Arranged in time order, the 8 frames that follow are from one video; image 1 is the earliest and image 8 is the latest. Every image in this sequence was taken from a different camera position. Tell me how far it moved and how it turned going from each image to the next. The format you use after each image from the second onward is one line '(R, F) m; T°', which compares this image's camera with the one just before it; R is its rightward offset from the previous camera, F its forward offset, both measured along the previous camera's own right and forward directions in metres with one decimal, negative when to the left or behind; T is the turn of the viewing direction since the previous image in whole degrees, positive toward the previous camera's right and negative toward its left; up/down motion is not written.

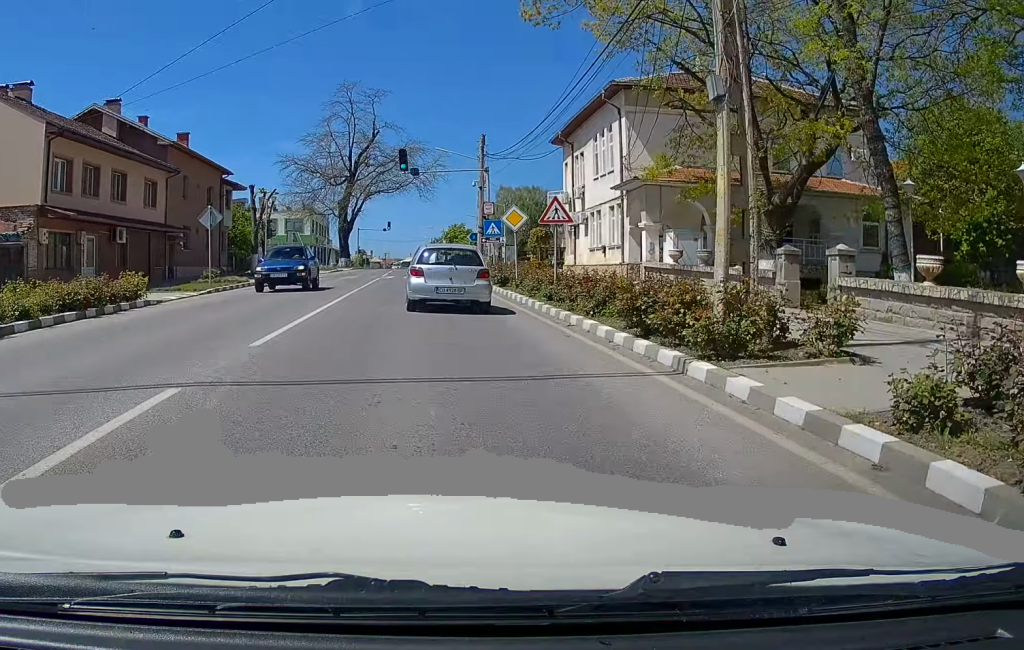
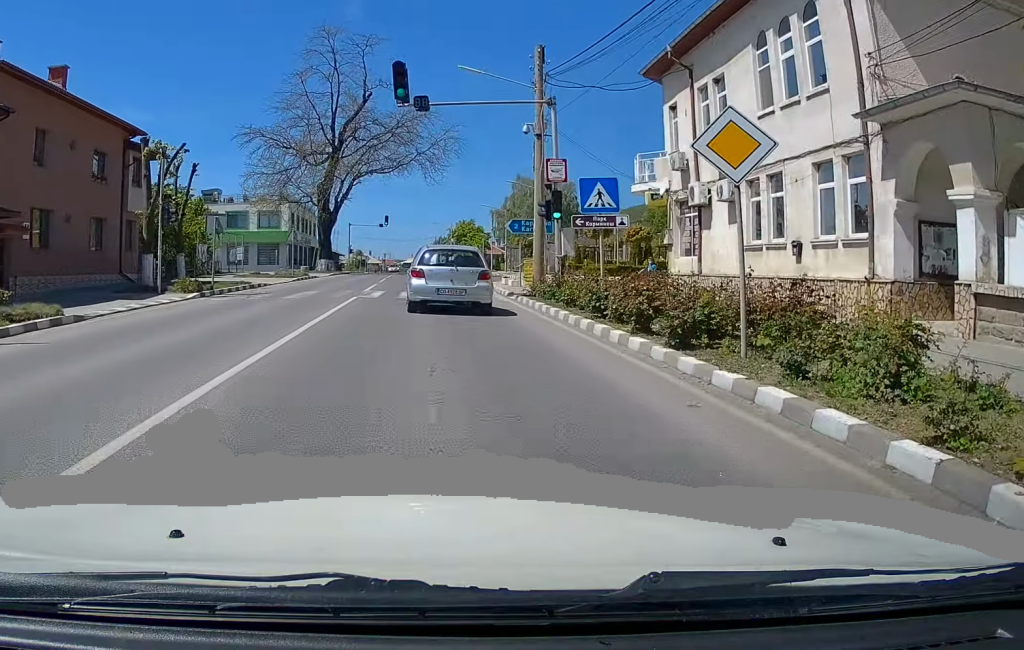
(-0.9, +17.2) m; -2°
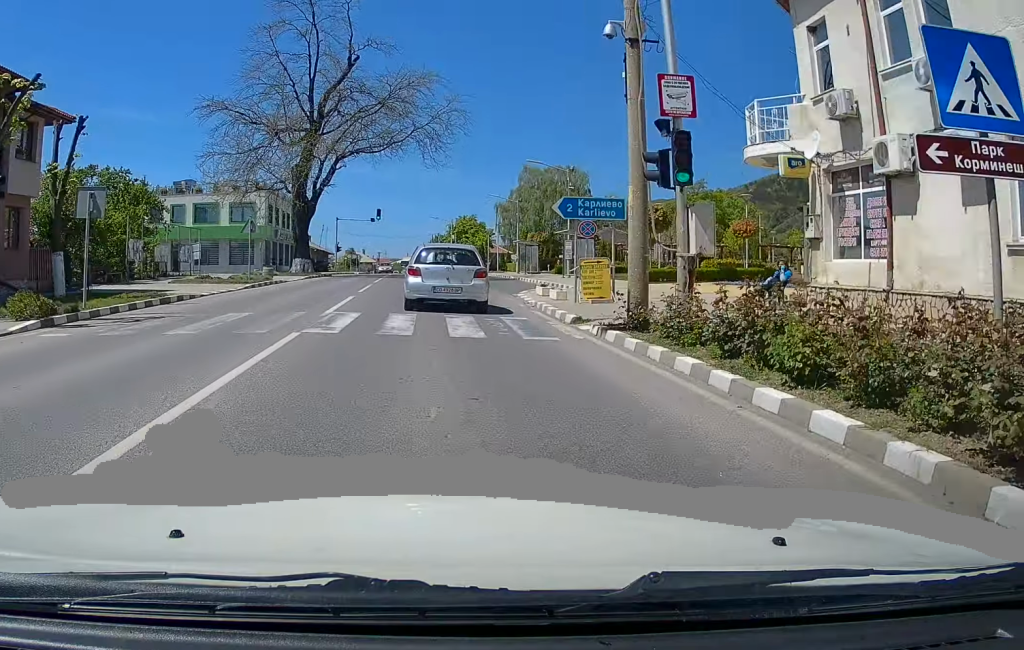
(+0.1, +10.0) m; 0°
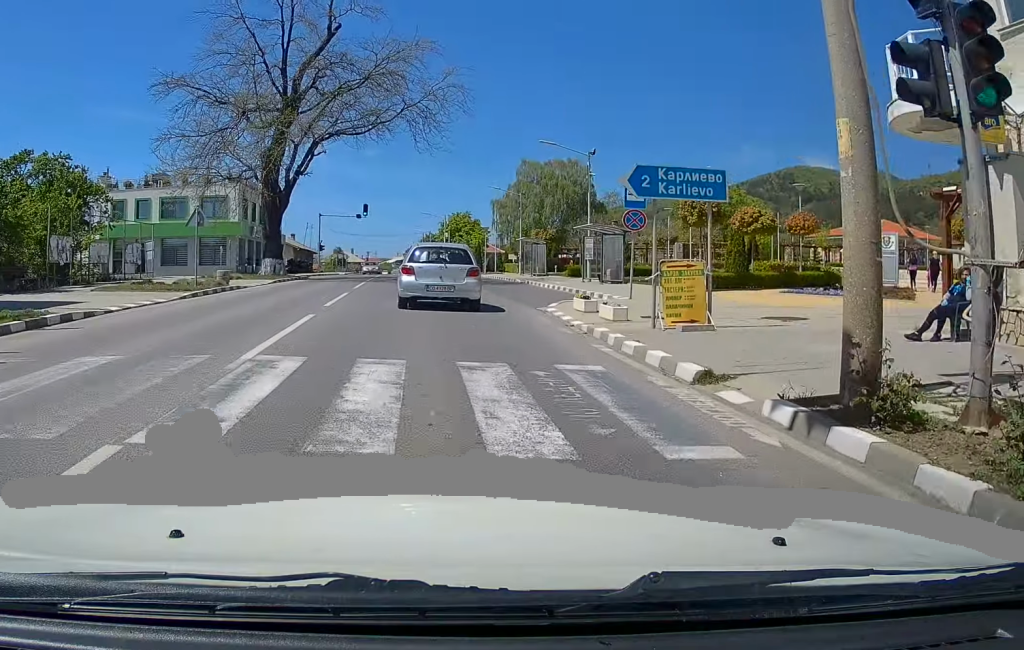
(+0.1, +6.6) m; 0°
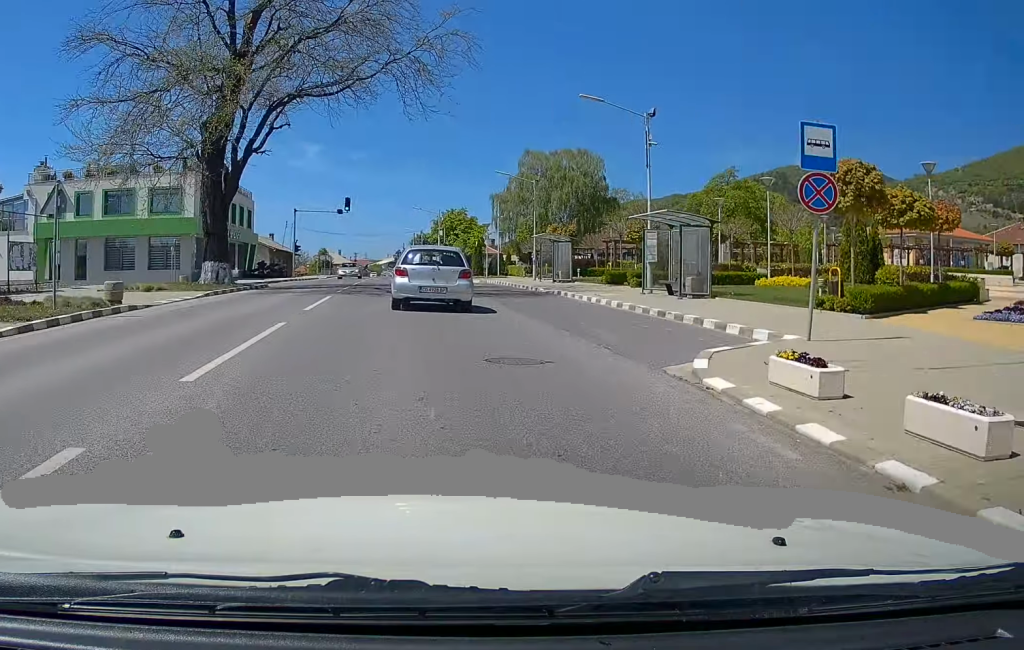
(-0.4, +9.8) m; +2°
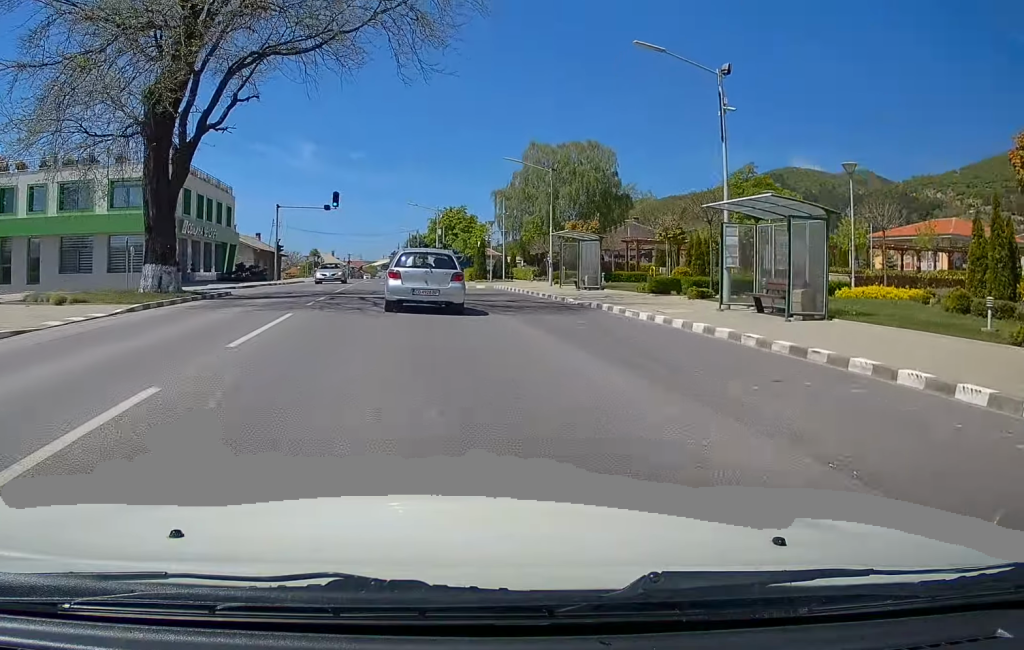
(+0.5, +6.2) m; +1°
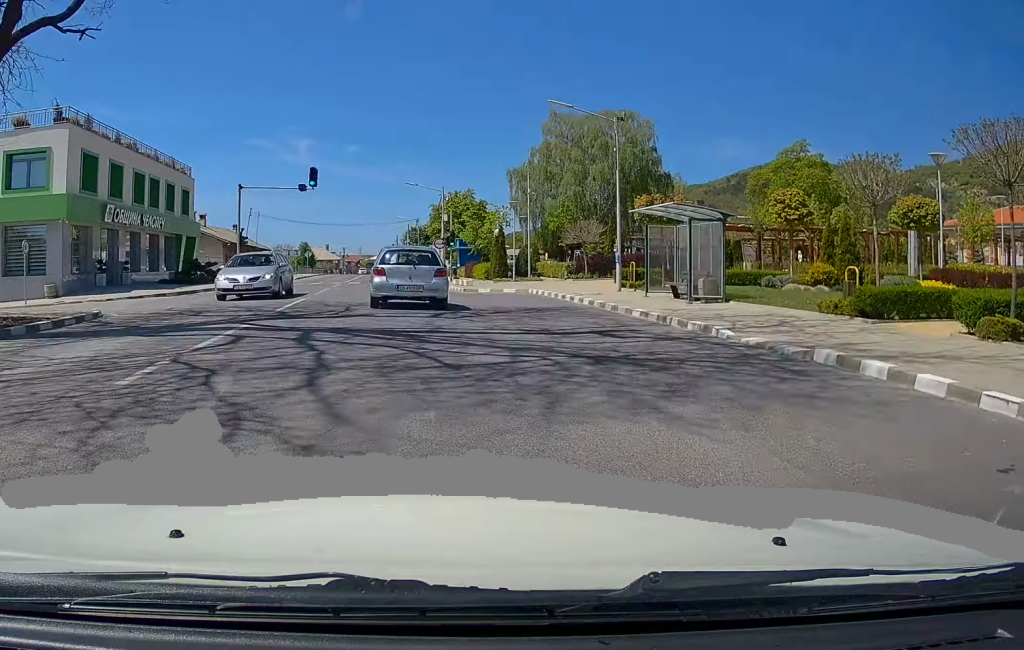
(+0.1, +12.0) m; +1°
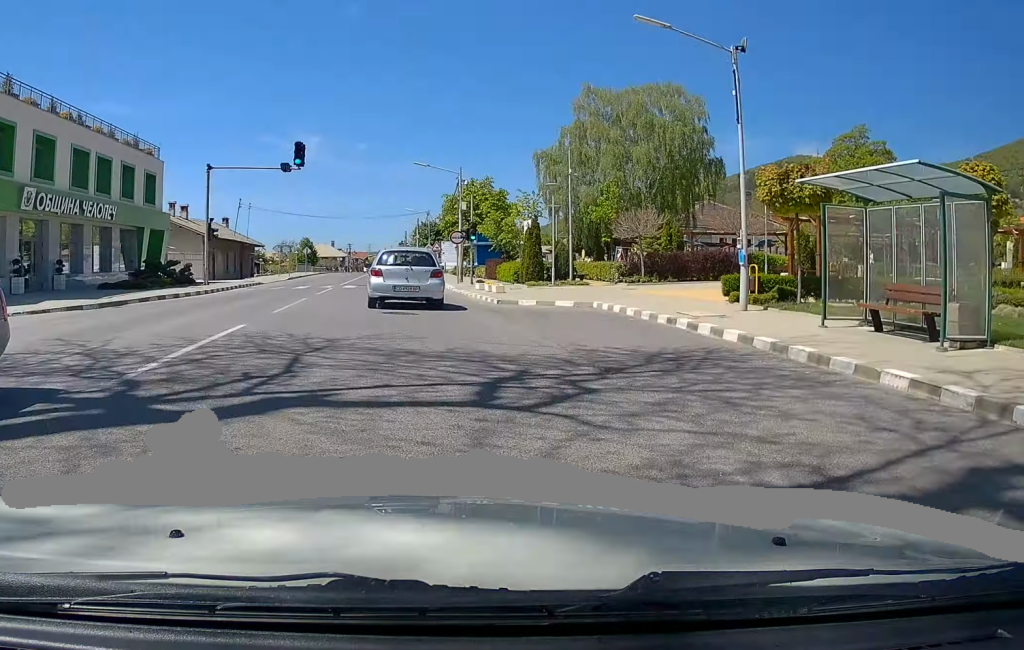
(0.0, +8.7) m; 0°
